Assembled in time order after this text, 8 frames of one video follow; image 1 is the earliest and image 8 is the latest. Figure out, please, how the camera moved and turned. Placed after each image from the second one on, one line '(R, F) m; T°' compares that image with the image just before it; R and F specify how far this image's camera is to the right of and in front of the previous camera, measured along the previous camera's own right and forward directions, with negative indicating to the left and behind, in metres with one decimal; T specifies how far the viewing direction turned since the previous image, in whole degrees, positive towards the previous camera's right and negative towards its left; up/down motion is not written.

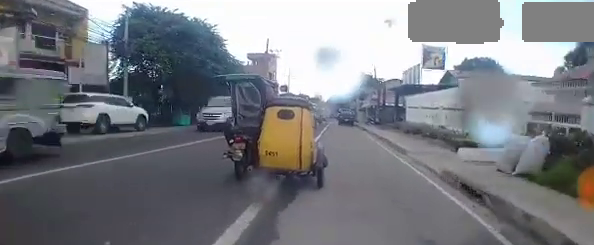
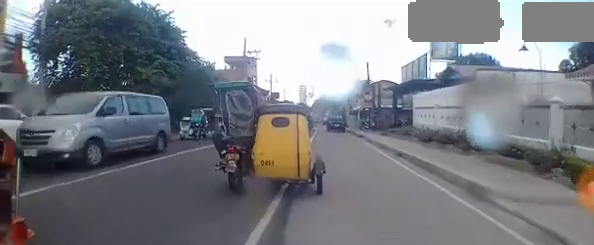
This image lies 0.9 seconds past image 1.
(-0.3, +5.5) m; +1°
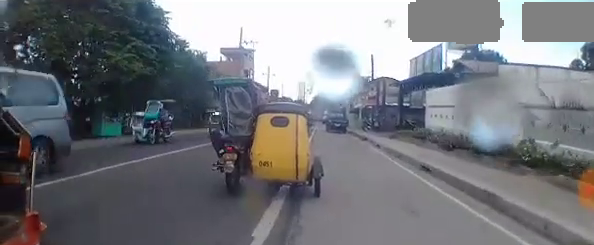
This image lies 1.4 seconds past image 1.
(+0.1, +2.7) m; +2°
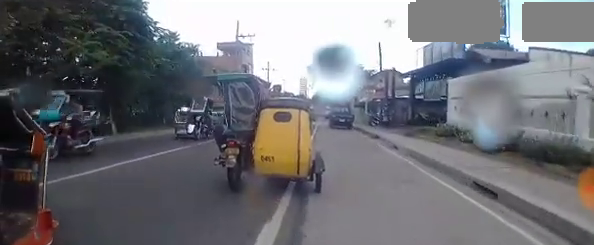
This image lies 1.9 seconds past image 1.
(+0.1, +2.9) m; +4°
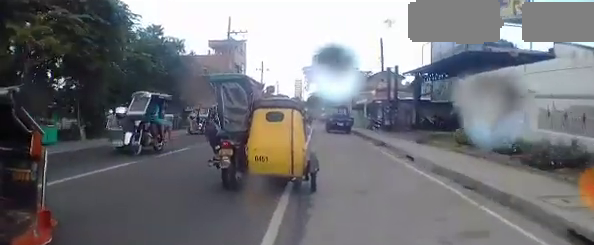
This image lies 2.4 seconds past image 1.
(+0.1, +2.6) m; +1°
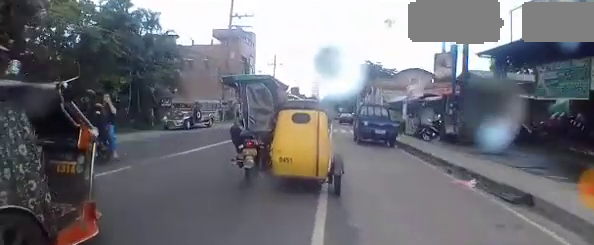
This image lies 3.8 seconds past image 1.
(-0.2, +8.0) m; -3°
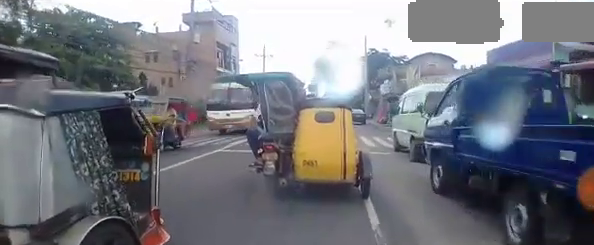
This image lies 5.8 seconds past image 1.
(+0.1, +10.3) m; +2°
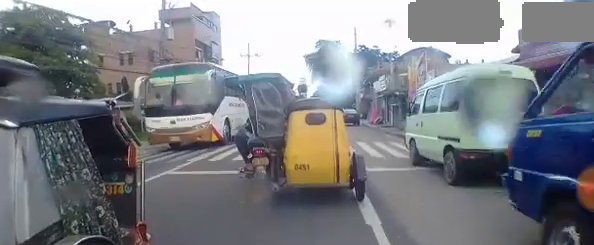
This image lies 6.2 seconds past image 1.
(0.0, +2.4) m; 0°
